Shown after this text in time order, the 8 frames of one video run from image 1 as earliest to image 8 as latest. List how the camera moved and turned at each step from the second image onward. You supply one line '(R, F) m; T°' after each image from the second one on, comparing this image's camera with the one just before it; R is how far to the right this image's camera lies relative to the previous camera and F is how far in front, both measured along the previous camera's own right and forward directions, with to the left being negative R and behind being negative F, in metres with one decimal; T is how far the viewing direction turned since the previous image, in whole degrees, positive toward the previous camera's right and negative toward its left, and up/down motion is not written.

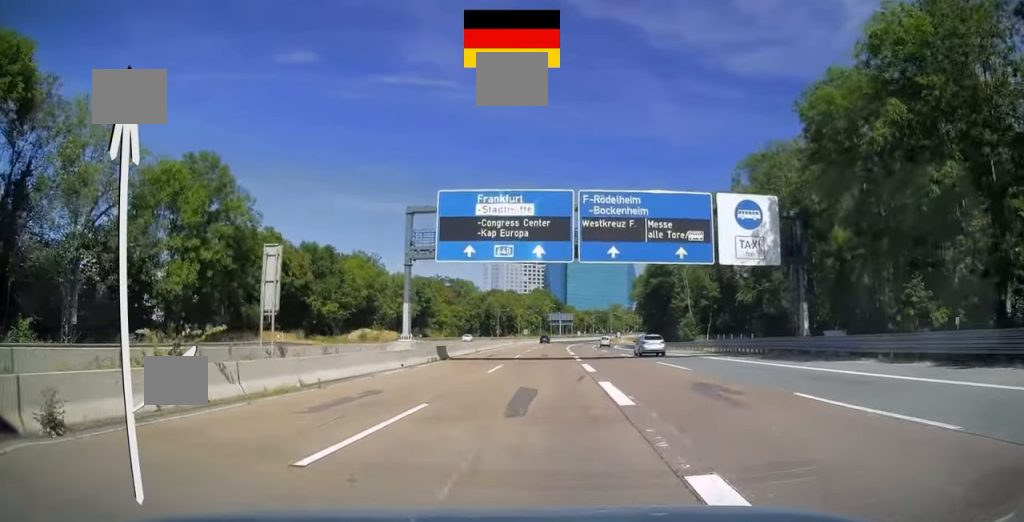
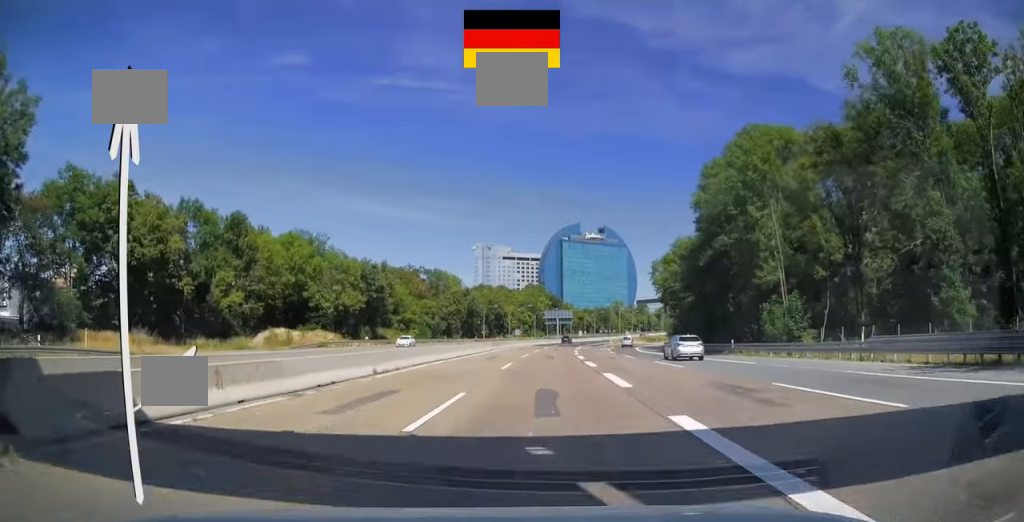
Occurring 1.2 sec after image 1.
(-0.1, +31.6) m; +1°
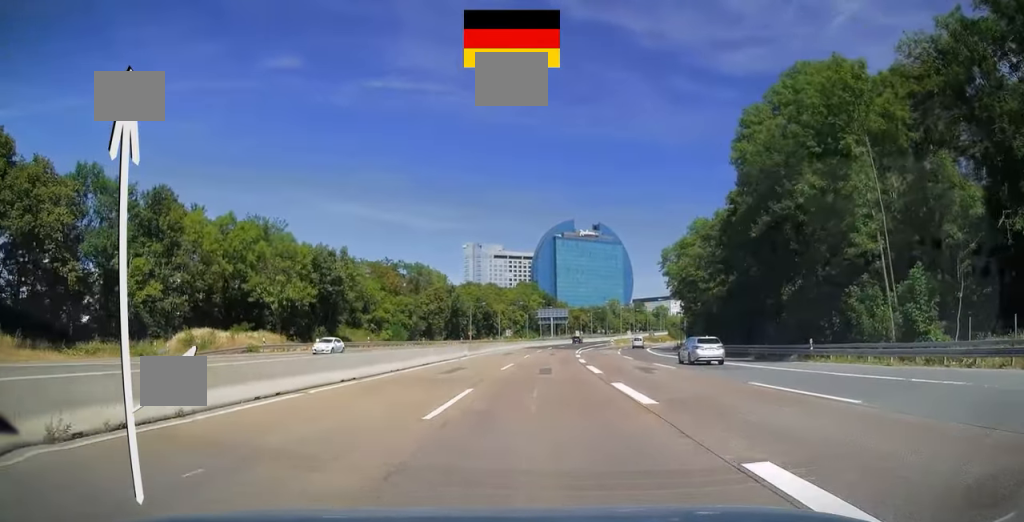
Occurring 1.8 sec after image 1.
(+0.1, +15.5) m; 0°
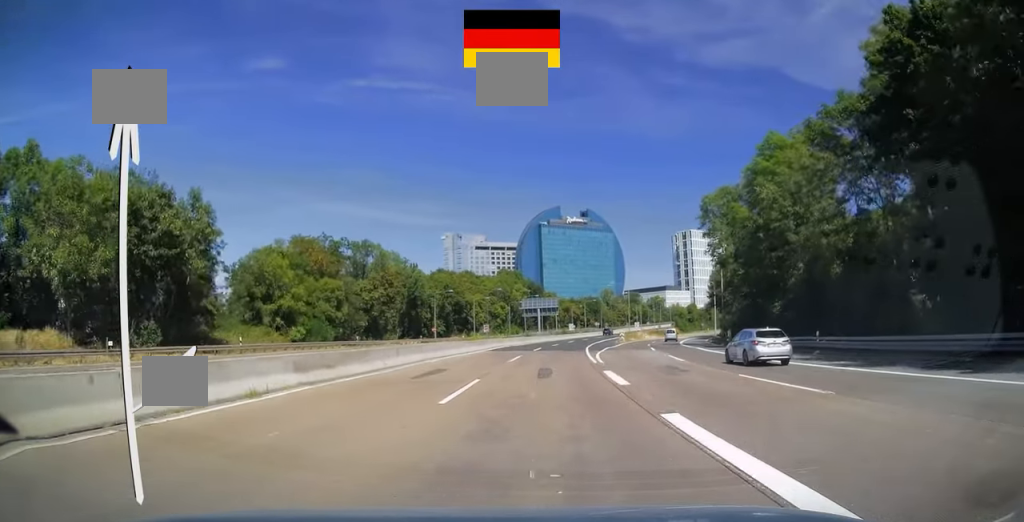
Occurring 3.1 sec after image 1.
(+0.1, +31.9) m; +1°
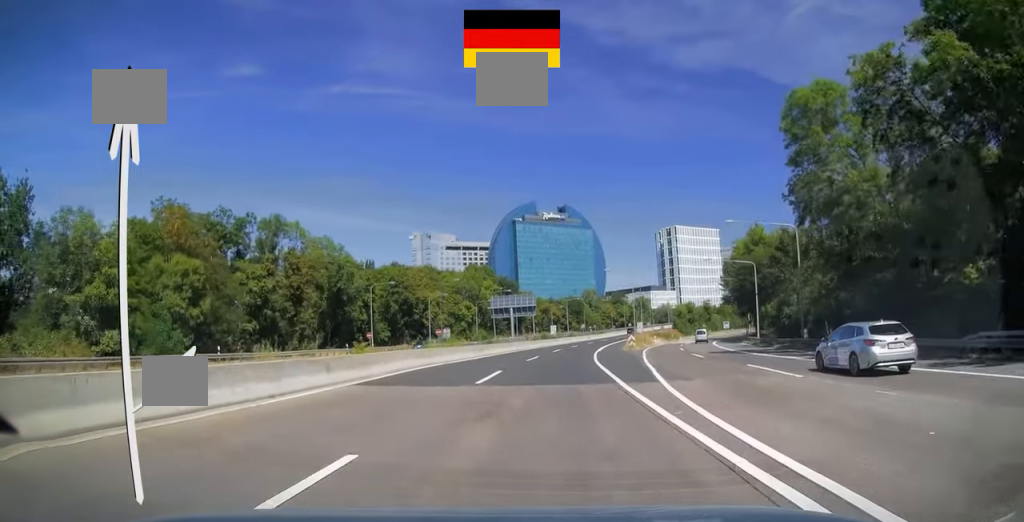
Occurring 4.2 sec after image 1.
(+0.4, +29.0) m; +2°
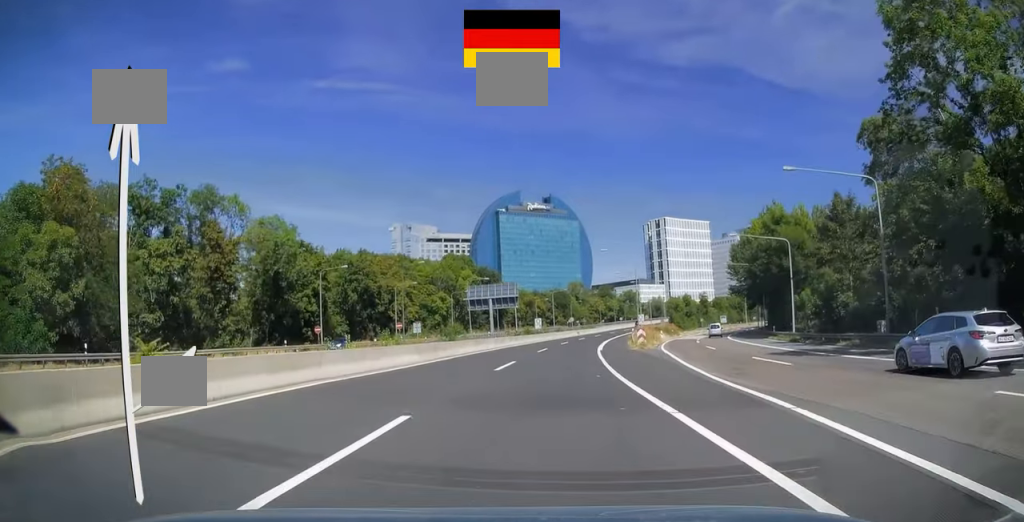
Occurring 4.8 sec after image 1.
(+0.2, +14.4) m; +1°
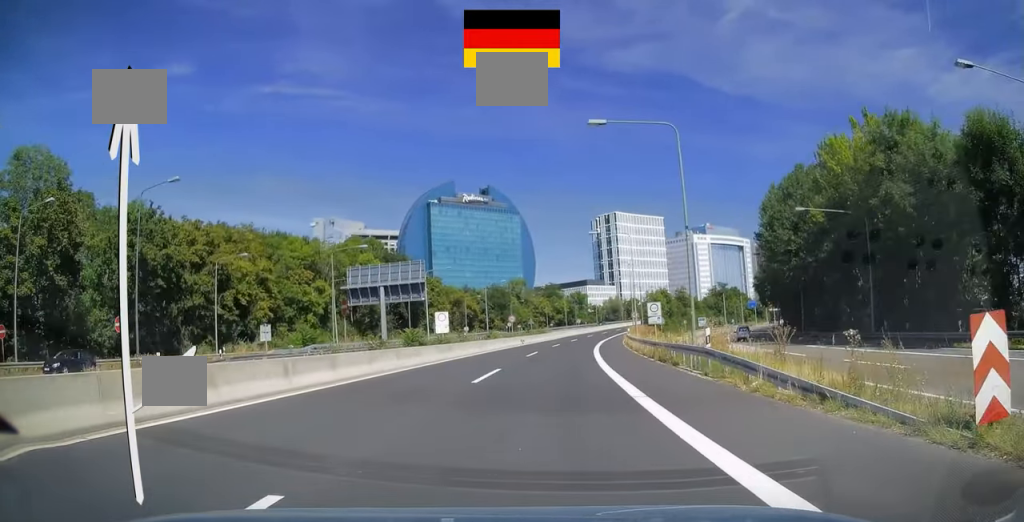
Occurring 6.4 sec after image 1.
(+1.2, +40.5) m; +4°
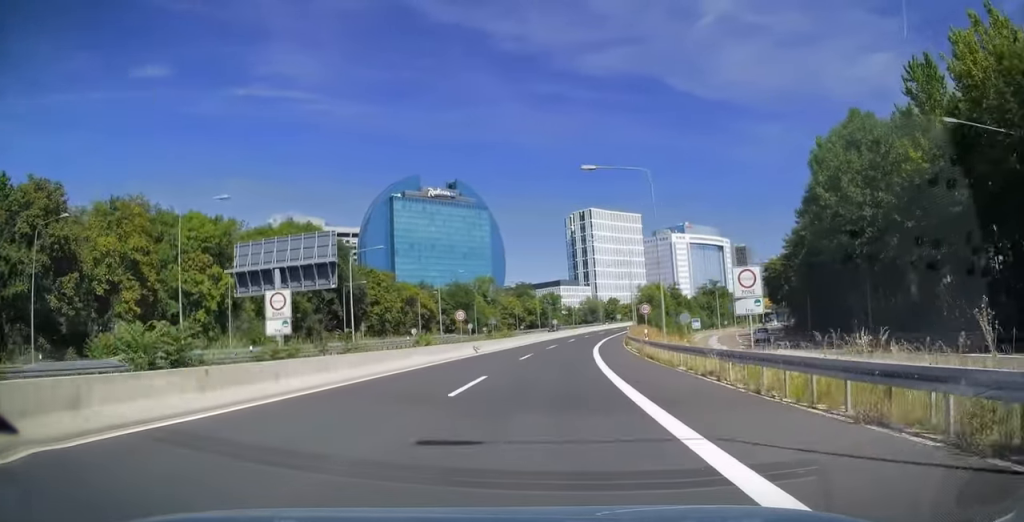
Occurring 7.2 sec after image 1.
(+0.7, +21.3) m; +3°
